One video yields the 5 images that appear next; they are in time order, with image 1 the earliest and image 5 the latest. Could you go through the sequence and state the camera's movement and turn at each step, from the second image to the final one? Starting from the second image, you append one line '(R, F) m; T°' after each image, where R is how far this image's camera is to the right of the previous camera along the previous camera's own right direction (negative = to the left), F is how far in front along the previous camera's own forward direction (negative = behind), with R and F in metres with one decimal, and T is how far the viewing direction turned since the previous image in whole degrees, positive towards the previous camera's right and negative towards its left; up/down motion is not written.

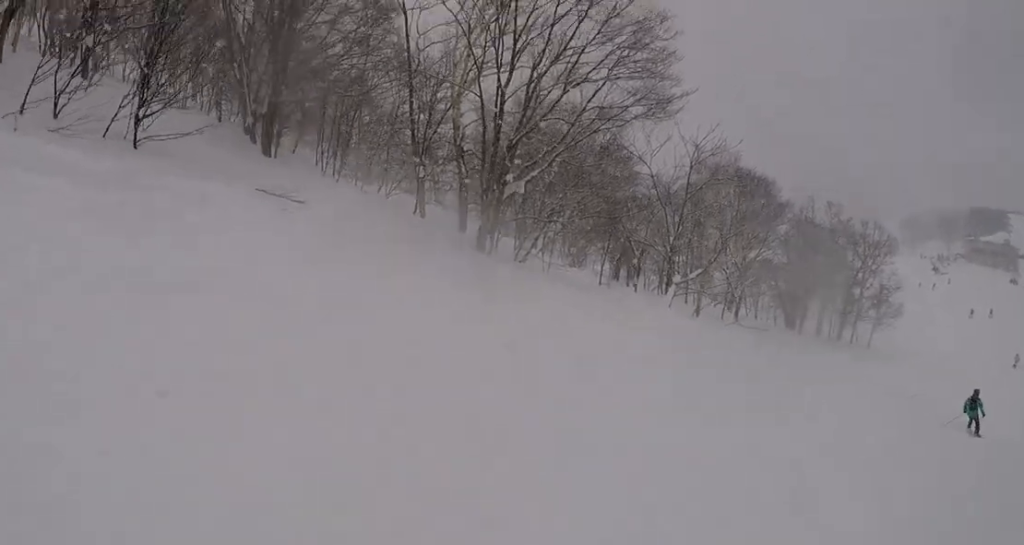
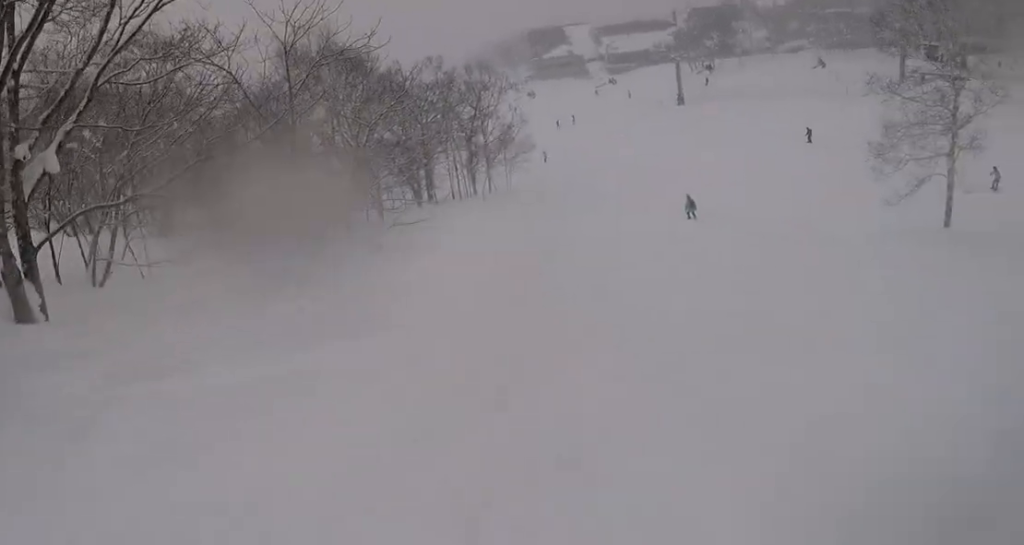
(+1.7, +9.6) m; +38°
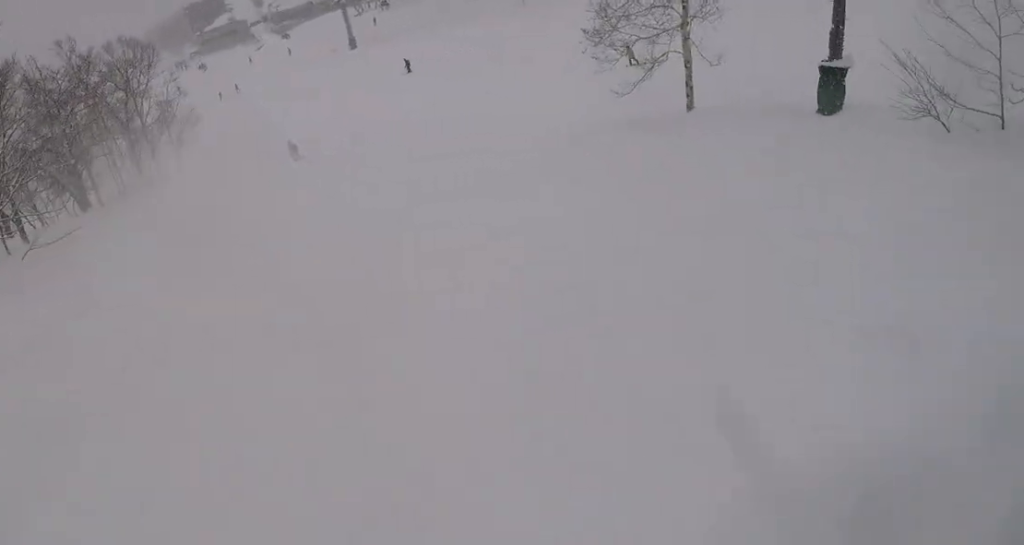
(+1.0, +6.3) m; +15°
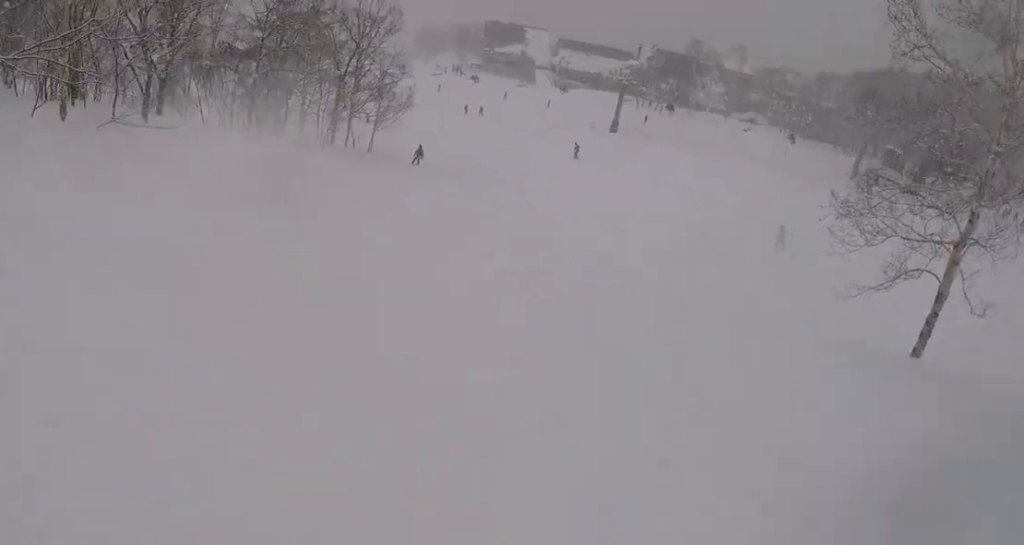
(+0.6, +6.0) m; -5°
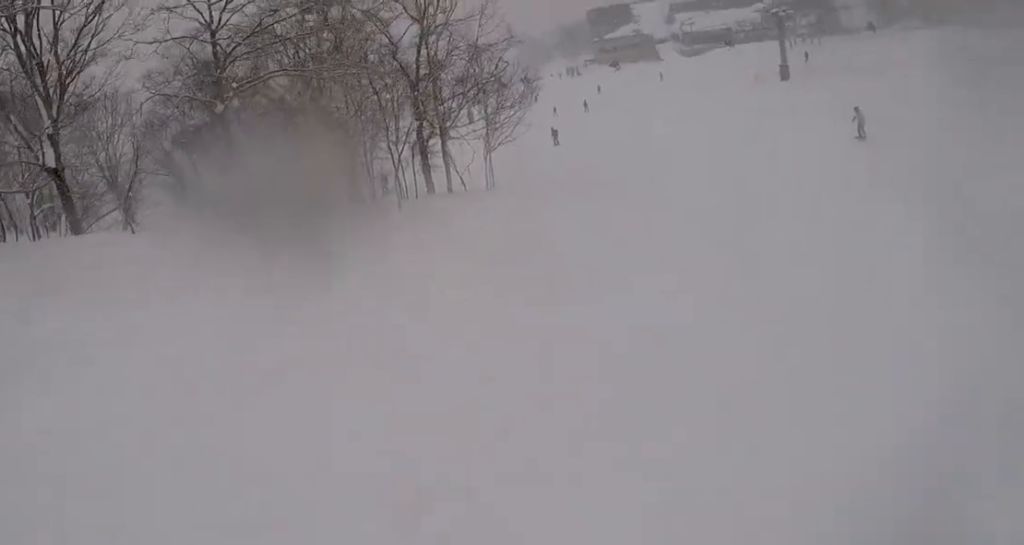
(-5.6, +18.9) m; -15°
